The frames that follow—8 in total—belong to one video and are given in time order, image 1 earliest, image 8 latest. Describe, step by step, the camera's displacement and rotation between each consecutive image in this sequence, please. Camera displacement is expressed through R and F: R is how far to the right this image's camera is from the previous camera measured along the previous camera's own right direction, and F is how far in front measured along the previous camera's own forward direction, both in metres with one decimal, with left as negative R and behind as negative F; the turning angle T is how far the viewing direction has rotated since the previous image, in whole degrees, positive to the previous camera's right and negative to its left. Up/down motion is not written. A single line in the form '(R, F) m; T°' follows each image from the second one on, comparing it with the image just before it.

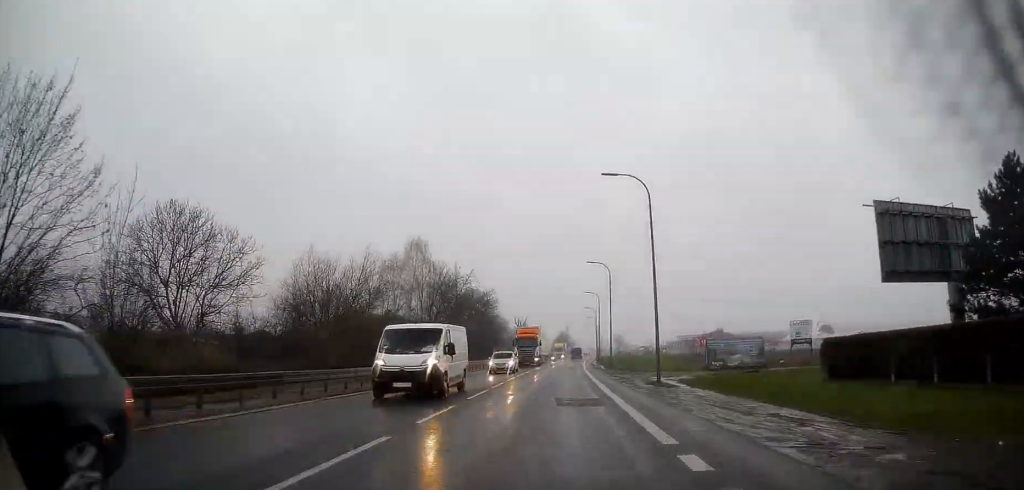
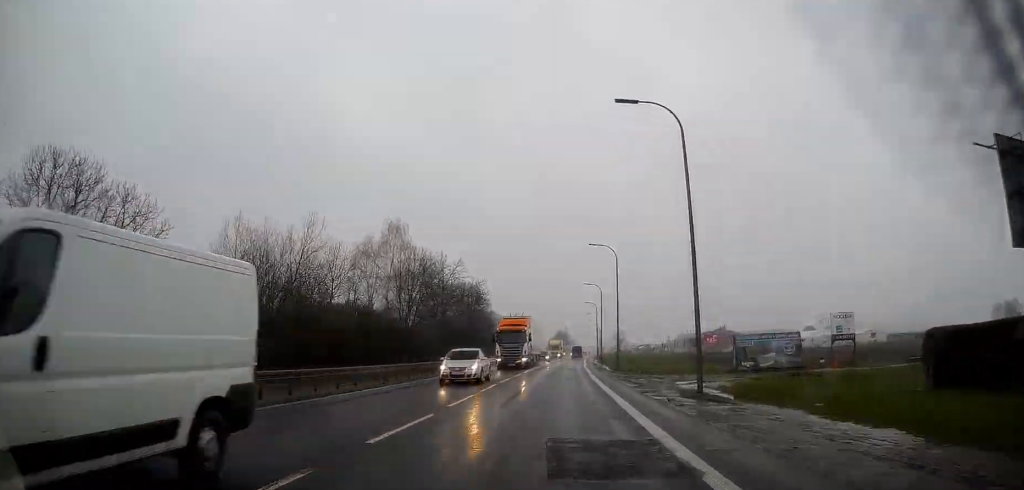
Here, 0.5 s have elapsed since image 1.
(+0.1, +8.8) m; 0°
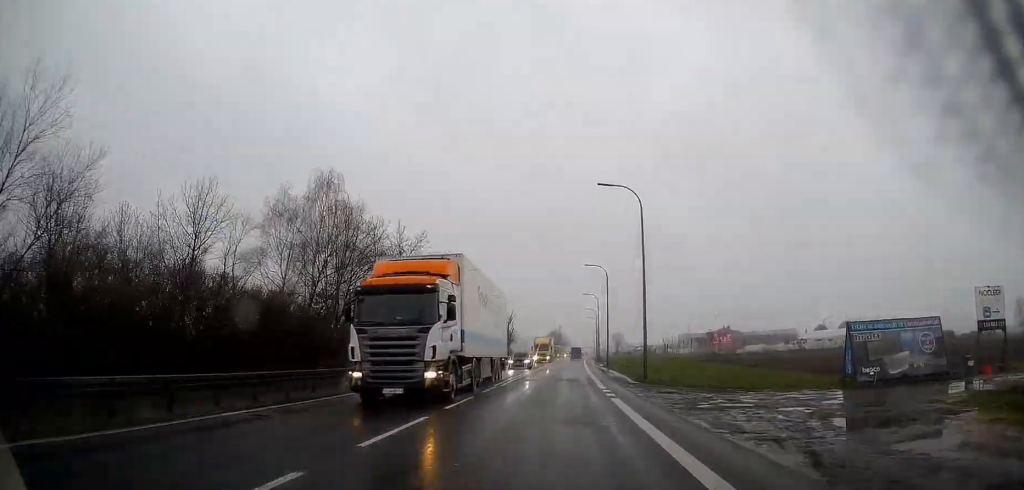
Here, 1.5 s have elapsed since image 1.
(+0.1, +18.3) m; +1°
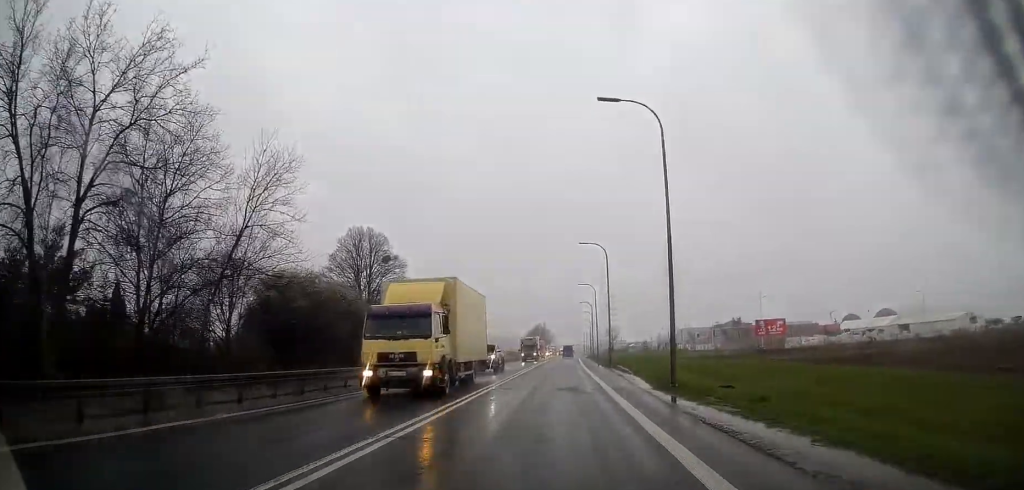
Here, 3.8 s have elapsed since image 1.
(+0.6, +40.8) m; +1°
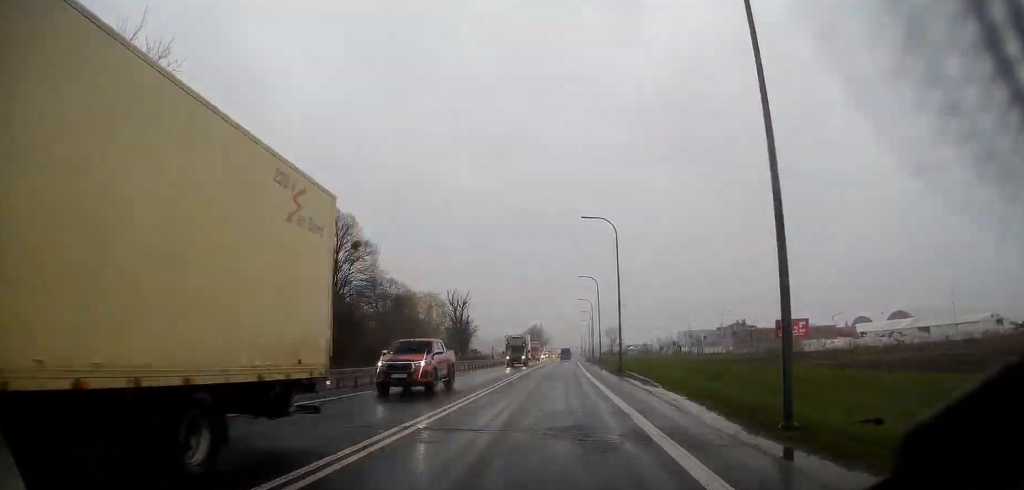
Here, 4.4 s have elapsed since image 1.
(0.0, +10.7) m; 0°
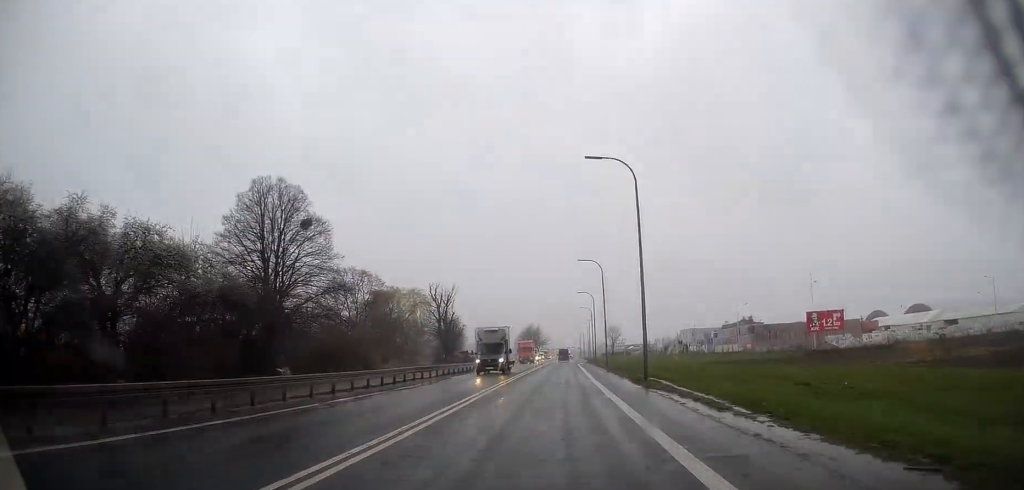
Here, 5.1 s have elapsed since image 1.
(0.0, +12.5) m; 0°
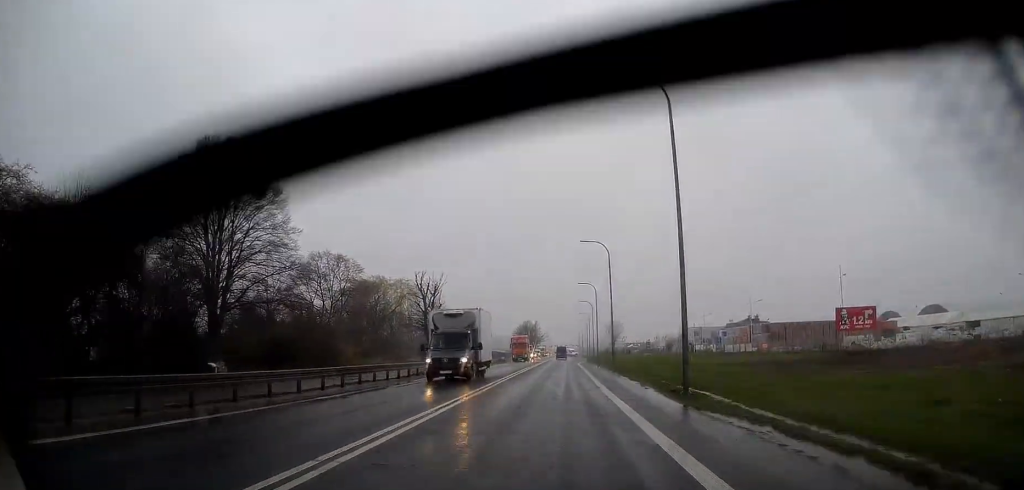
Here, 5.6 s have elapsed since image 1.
(0.0, +9.0) m; +1°
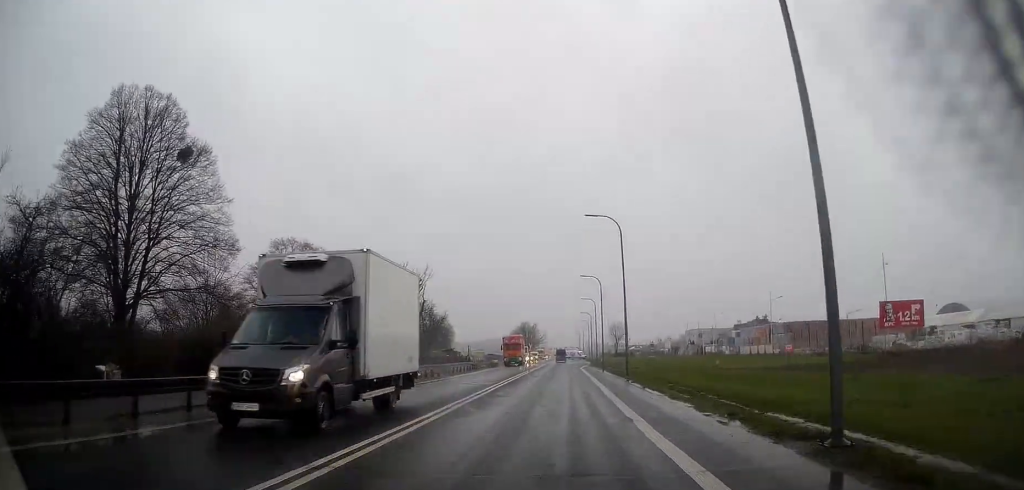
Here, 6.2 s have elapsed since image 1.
(0.0, +10.1) m; +1°
